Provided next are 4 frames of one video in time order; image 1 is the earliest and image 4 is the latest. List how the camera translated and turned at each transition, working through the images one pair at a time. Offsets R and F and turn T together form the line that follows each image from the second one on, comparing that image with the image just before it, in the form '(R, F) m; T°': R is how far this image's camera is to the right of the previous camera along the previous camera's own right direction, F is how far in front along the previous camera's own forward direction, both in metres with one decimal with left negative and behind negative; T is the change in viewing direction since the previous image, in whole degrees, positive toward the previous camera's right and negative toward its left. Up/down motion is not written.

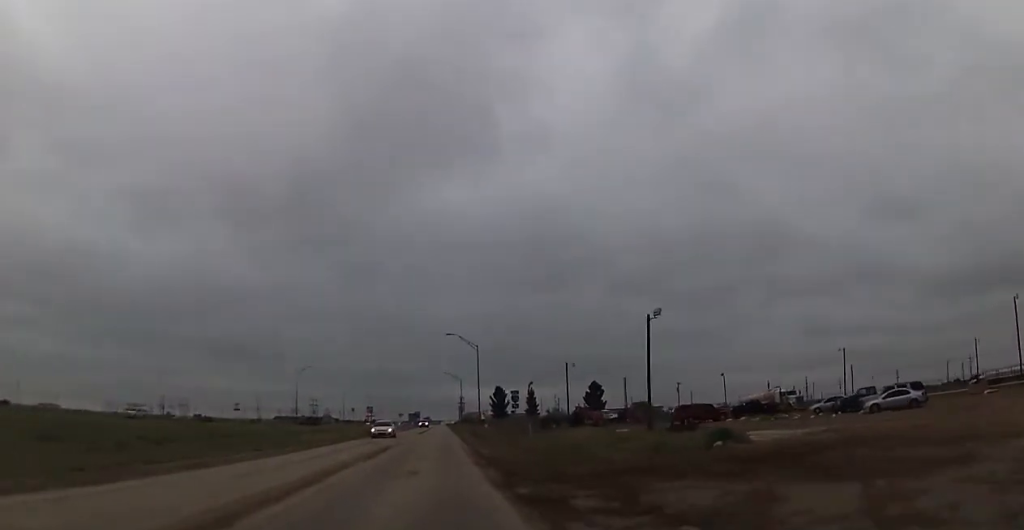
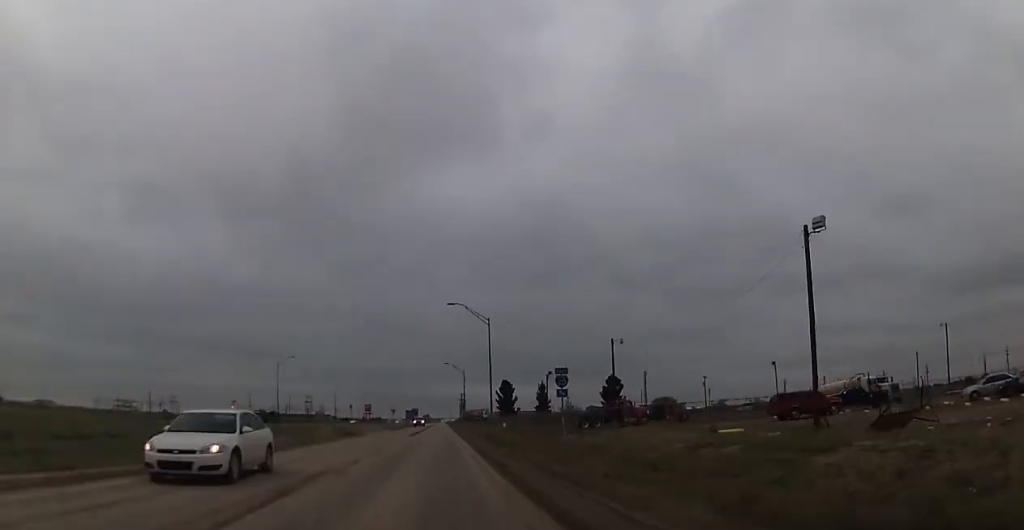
(-0.5, +22.2) m; 0°
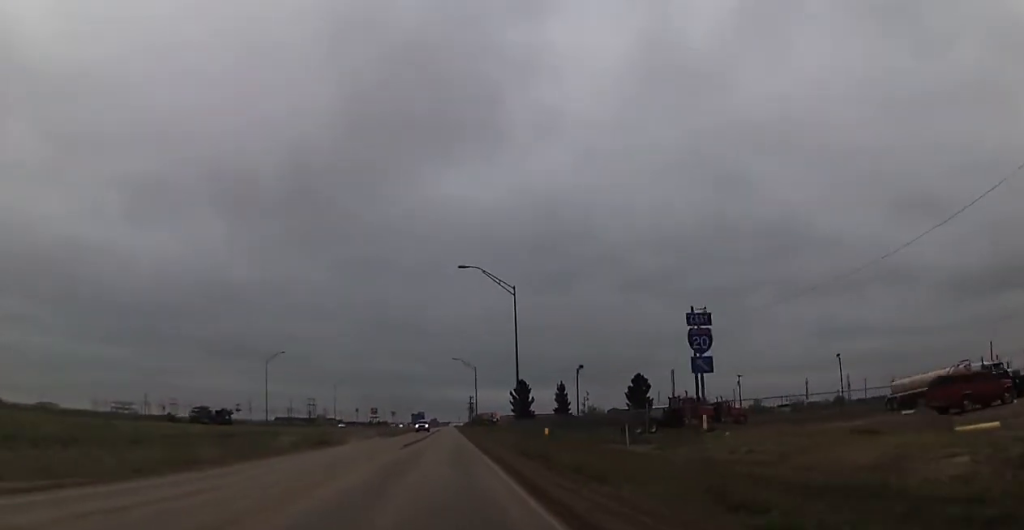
(+0.5, +18.9) m; +1°
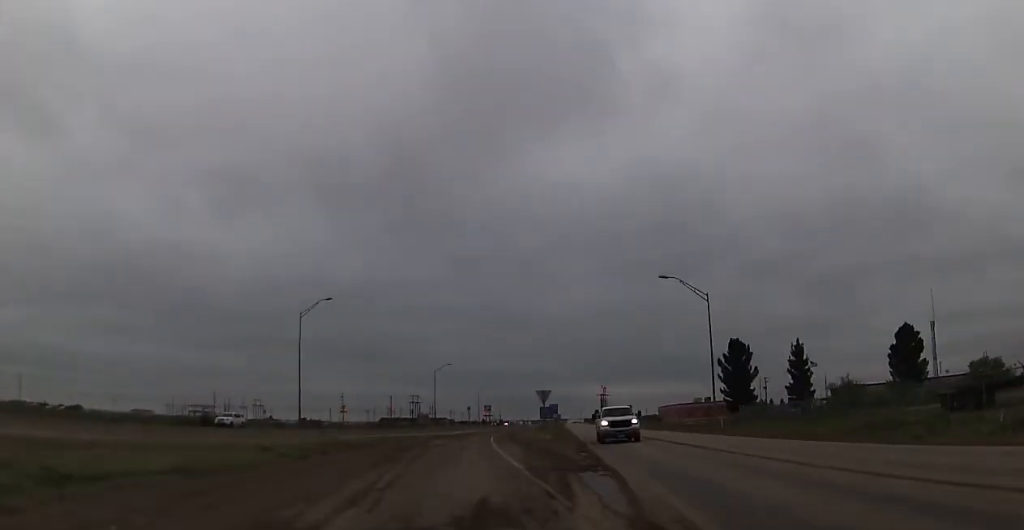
(-5.1, +57.4) m; -9°
